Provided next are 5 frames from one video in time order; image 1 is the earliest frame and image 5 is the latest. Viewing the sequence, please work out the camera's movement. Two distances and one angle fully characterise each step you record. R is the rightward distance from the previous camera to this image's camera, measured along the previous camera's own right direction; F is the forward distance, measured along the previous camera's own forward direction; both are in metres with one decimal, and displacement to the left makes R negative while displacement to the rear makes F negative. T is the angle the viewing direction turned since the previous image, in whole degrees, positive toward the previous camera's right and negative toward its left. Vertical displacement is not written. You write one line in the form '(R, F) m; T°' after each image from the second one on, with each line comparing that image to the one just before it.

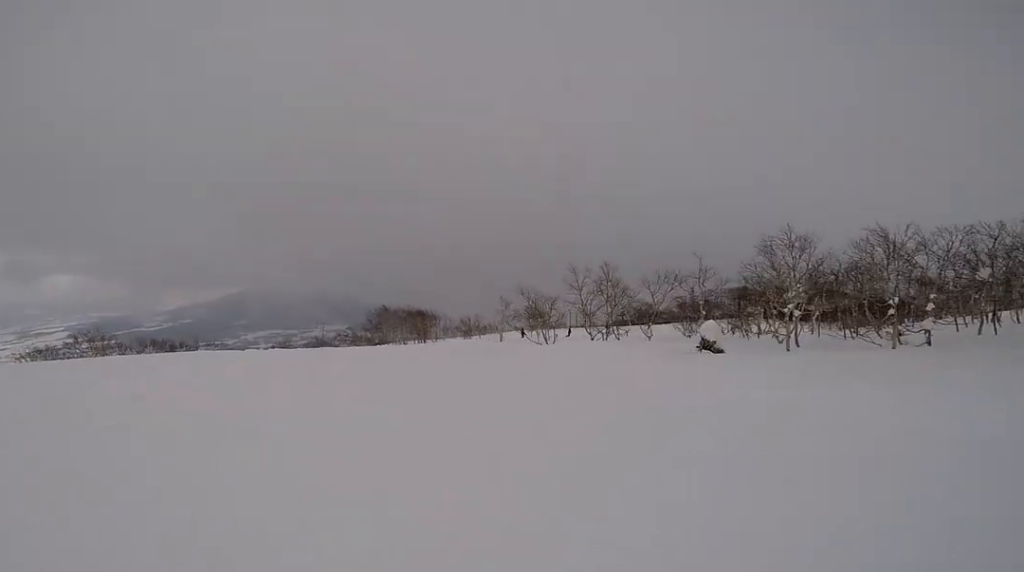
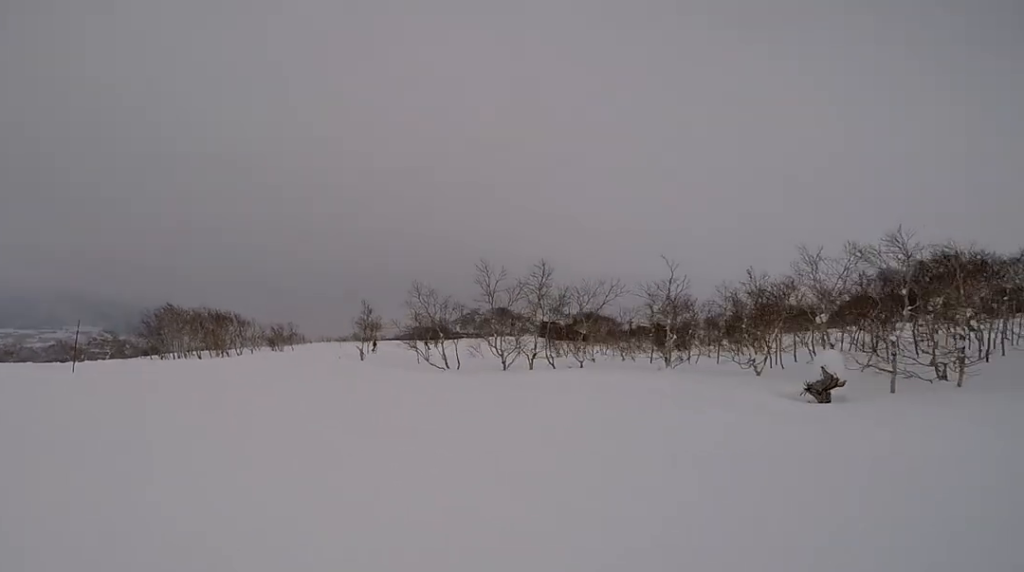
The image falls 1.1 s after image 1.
(0.0, +8.6) m; +4°
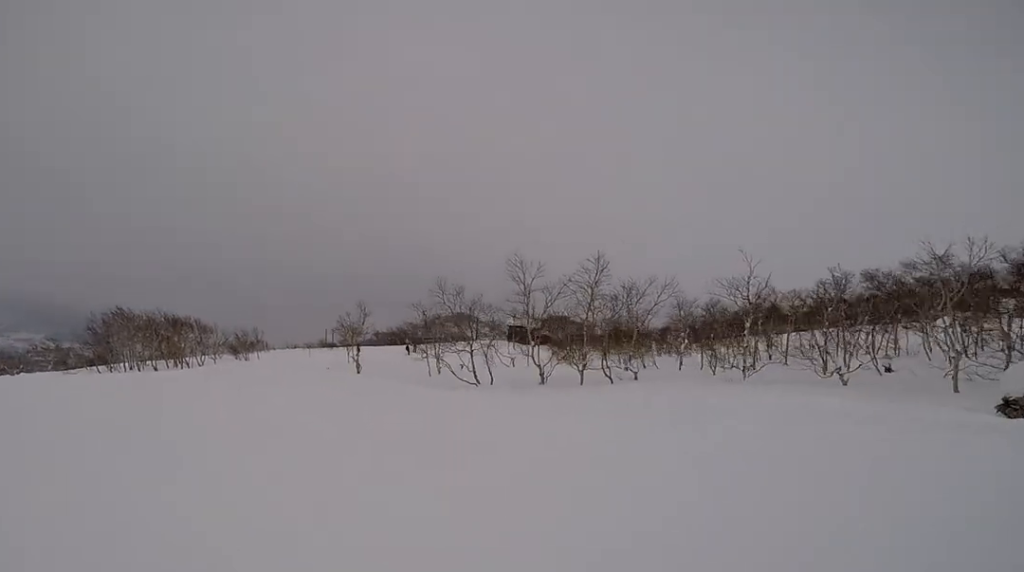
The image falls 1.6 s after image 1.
(-0.2, +3.8) m; +7°
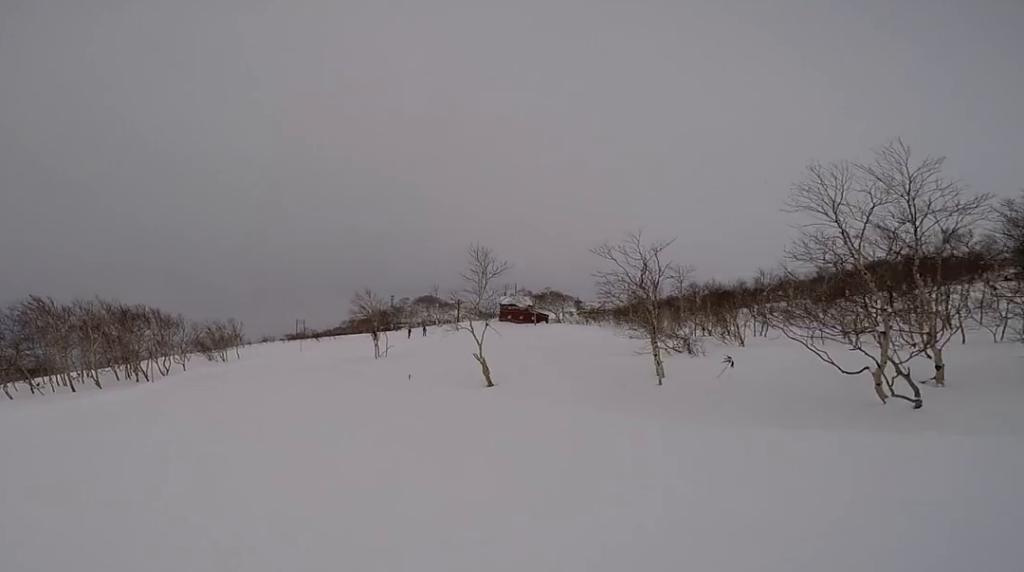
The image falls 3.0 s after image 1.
(+2.3, +10.1) m; +18°
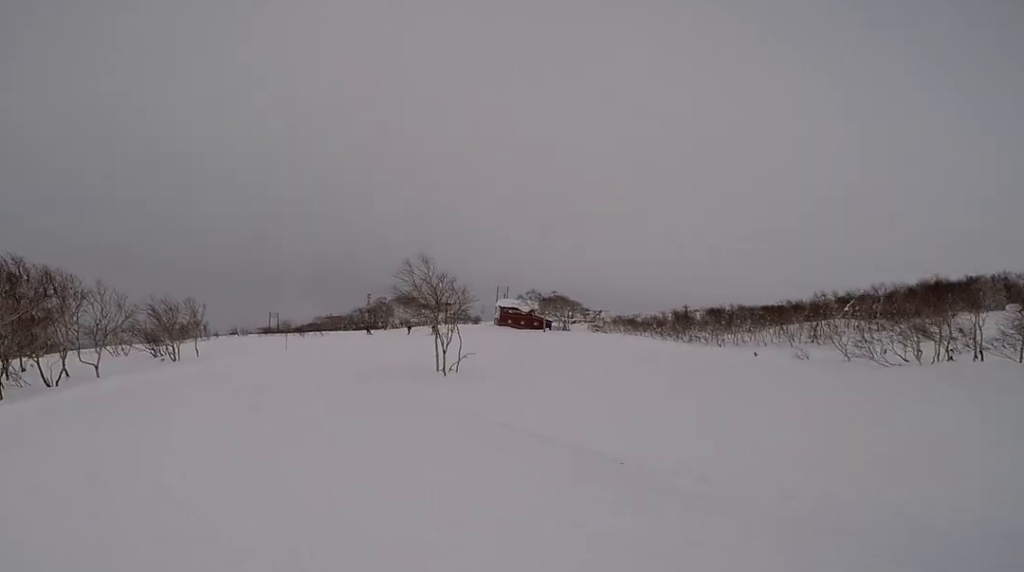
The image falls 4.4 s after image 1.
(+0.1, +11.2) m; +7°
